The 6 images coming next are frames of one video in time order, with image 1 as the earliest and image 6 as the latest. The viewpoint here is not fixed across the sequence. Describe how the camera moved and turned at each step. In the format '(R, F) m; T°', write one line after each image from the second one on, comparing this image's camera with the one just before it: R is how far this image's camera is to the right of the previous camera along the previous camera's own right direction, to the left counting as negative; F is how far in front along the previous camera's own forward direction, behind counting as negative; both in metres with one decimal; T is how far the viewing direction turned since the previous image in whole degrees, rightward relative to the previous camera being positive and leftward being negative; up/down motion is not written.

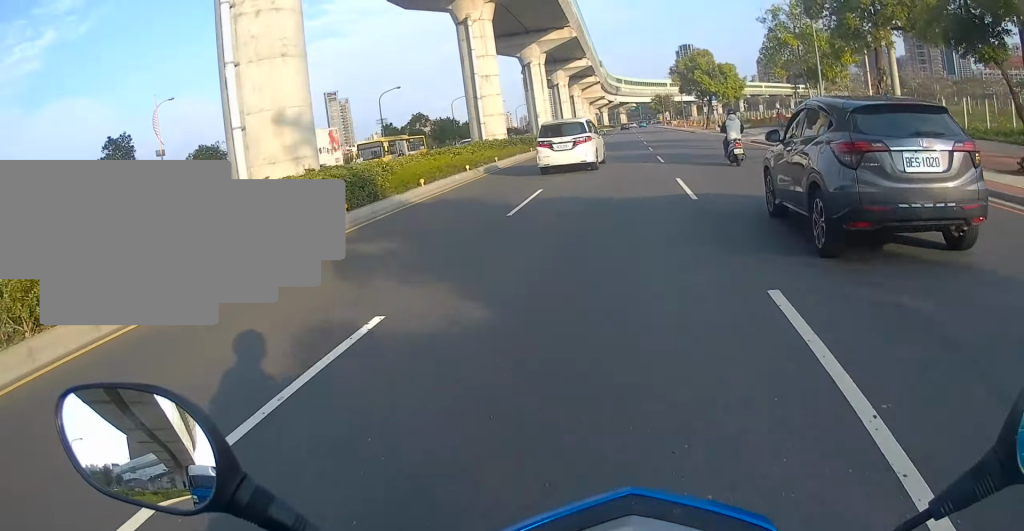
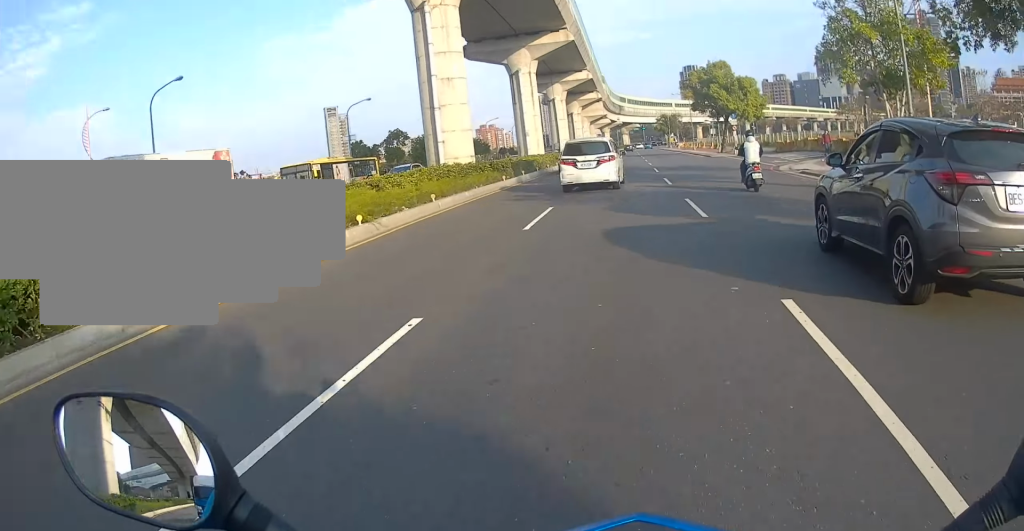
(+0.2, +9.9) m; 0°
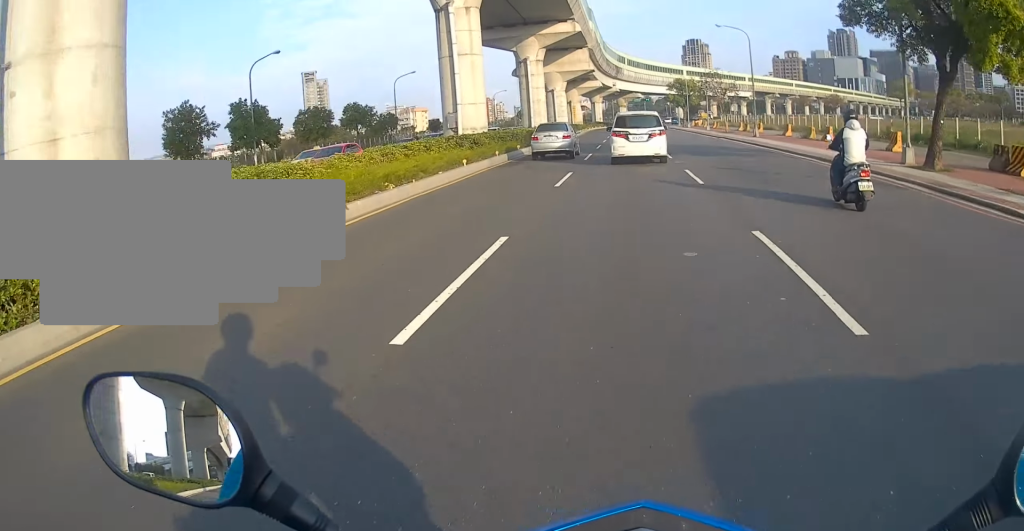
(+0.1, +48.1) m; +2°
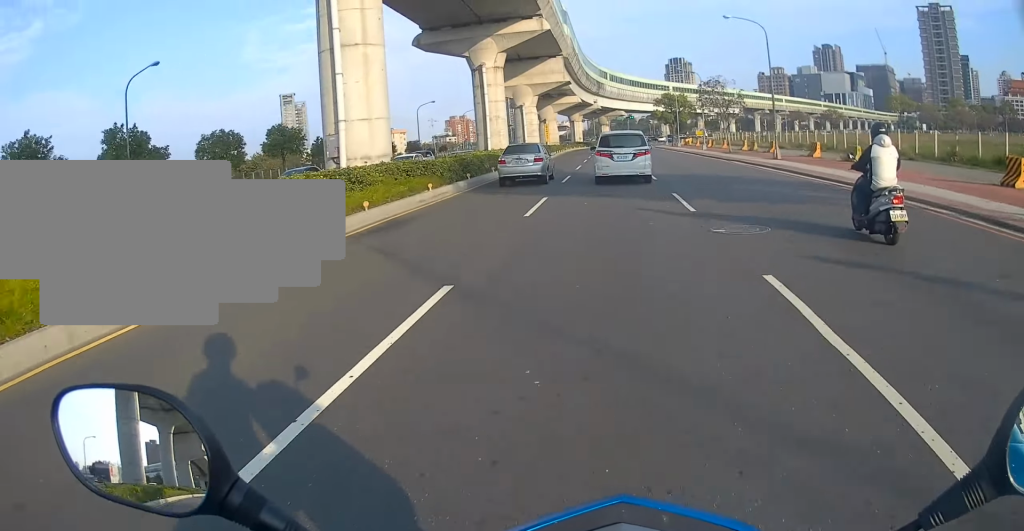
(+0.2, +12.0) m; -1°
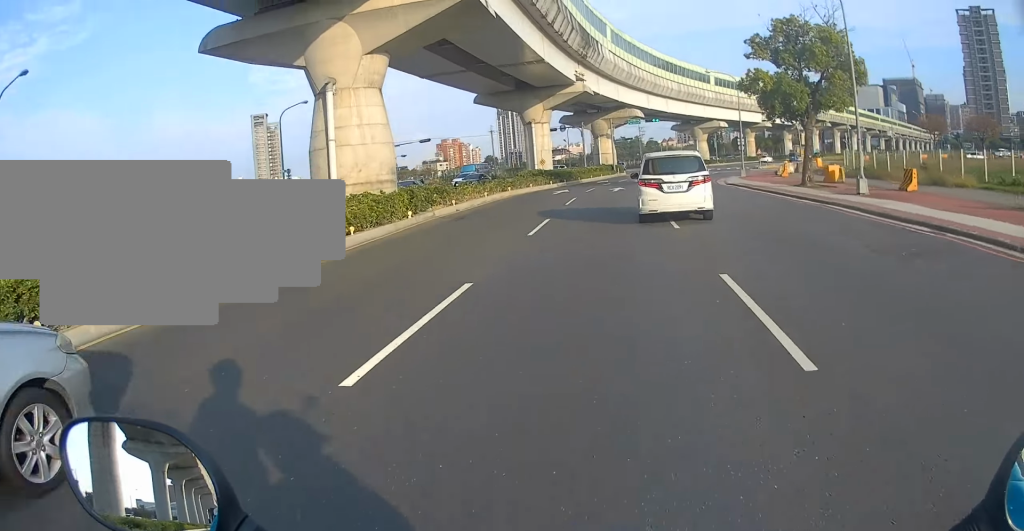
(-1.2, +68.7) m; 0°
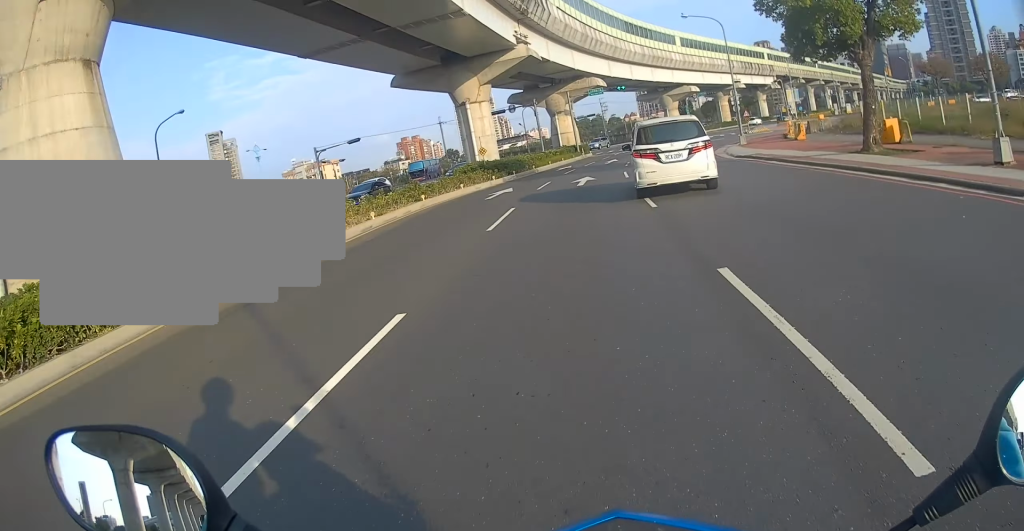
(0.0, +11.8) m; +1°
